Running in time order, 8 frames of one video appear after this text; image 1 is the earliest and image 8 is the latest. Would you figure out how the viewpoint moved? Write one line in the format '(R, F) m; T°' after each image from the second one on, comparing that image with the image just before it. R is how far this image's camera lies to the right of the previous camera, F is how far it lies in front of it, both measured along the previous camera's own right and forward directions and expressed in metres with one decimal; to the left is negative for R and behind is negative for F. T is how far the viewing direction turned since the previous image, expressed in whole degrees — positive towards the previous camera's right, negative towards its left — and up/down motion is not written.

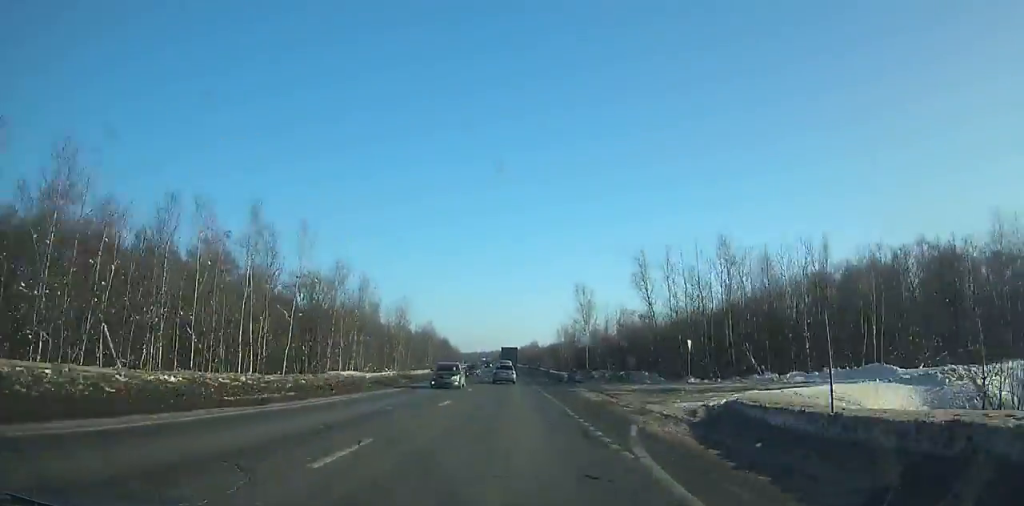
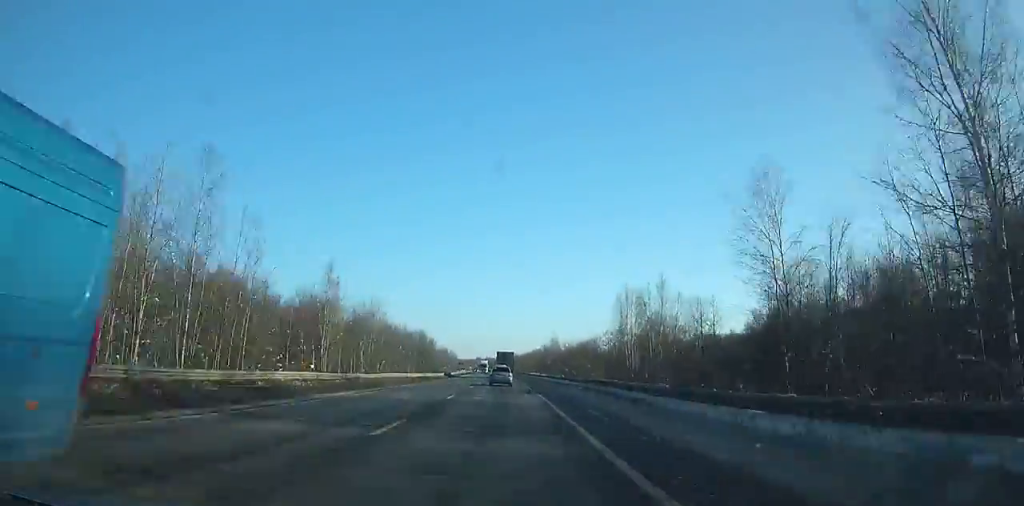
(-0.9, +82.4) m; -1°
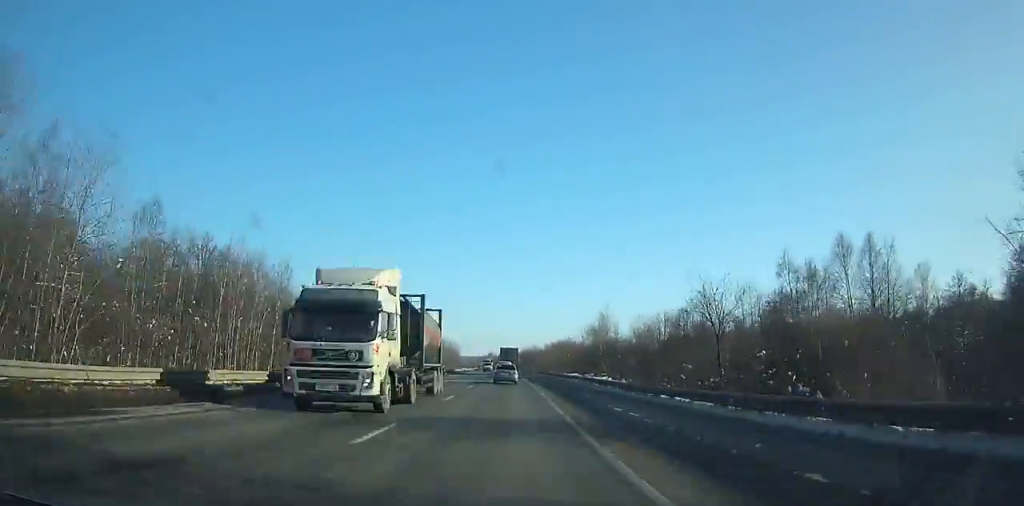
(-0.9, +74.5) m; -1°
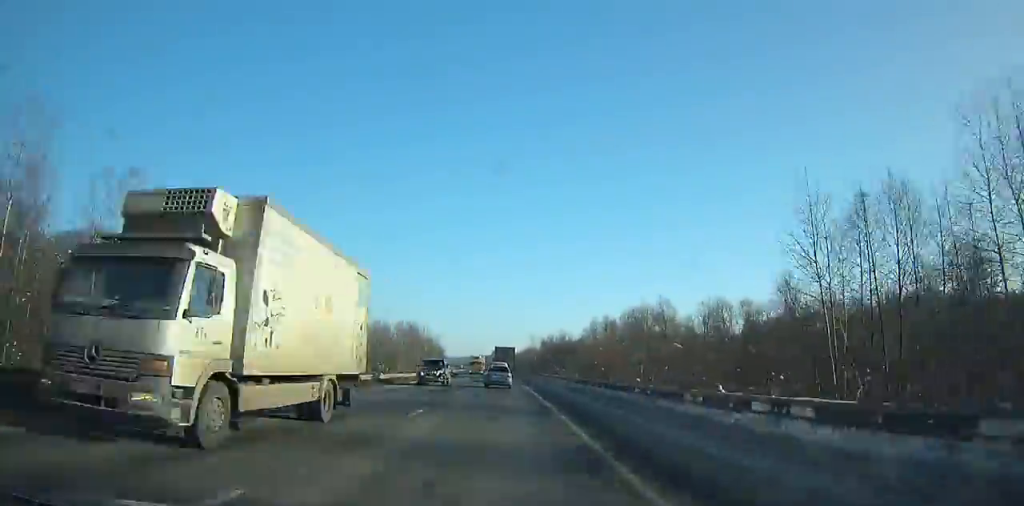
(-1.5, +102.7) m; -1°
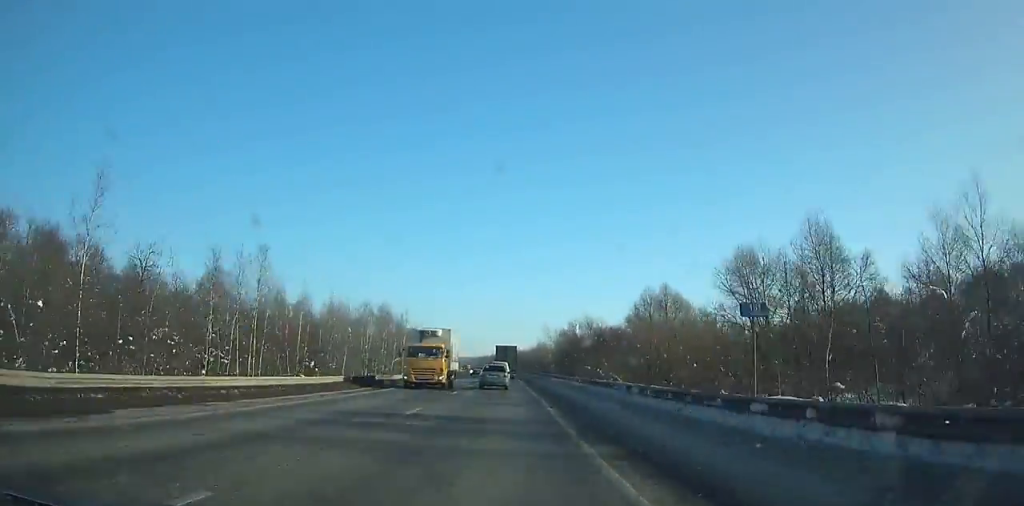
(-0.1, +35.8) m; 0°
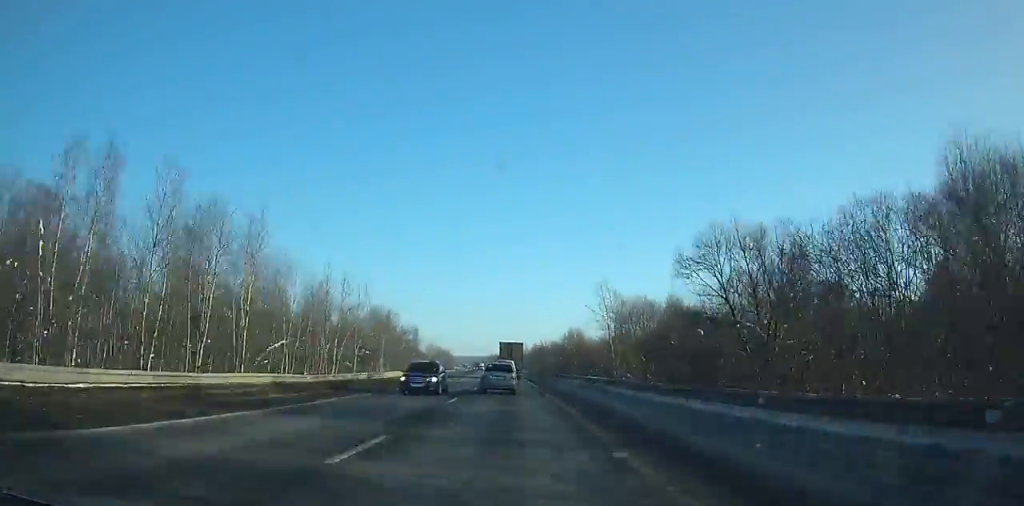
(-0.5, +65.4) m; -3°
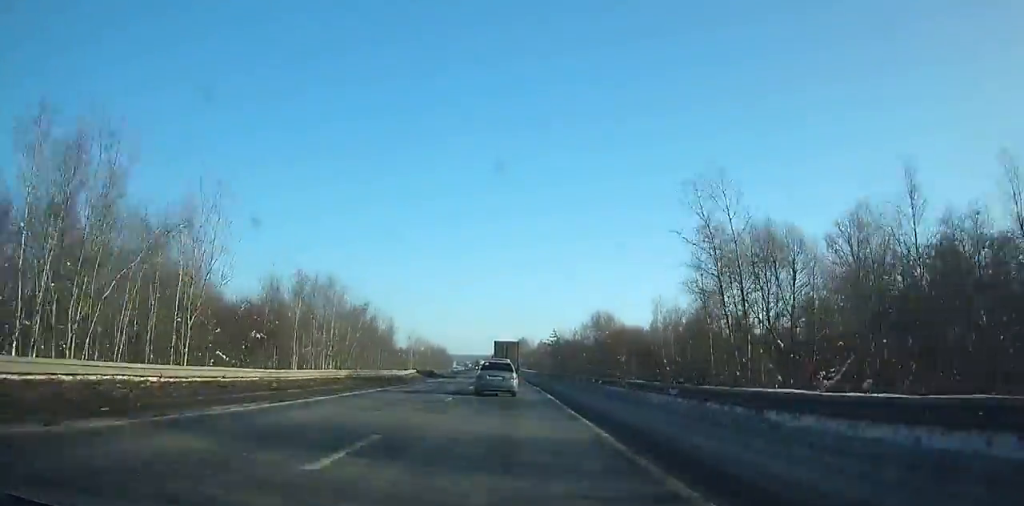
(-0.8, +35.8) m; -1°
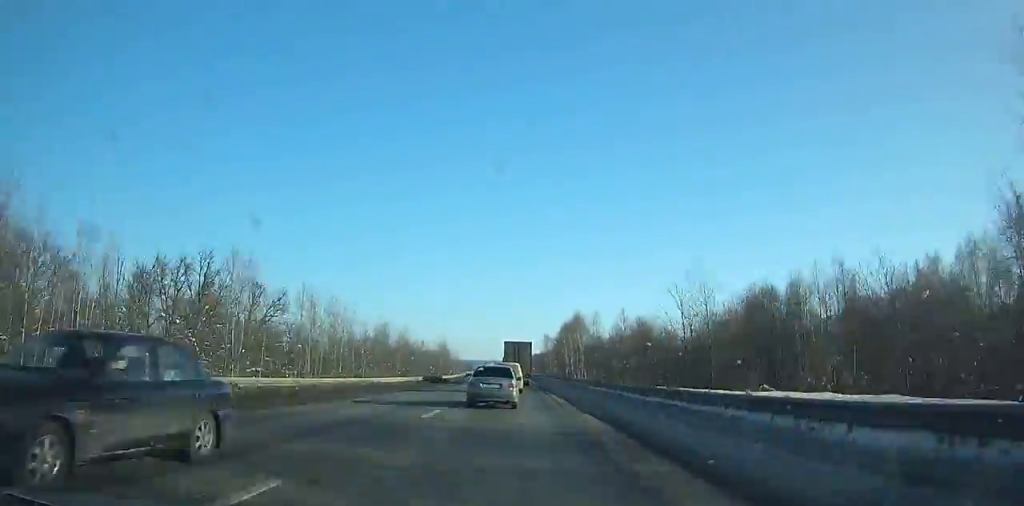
(+3.1, +121.5) m; +2°
